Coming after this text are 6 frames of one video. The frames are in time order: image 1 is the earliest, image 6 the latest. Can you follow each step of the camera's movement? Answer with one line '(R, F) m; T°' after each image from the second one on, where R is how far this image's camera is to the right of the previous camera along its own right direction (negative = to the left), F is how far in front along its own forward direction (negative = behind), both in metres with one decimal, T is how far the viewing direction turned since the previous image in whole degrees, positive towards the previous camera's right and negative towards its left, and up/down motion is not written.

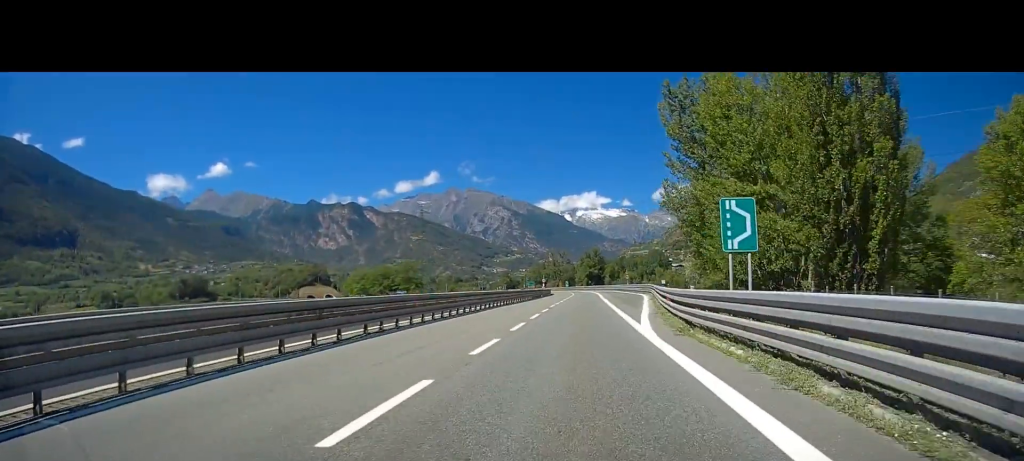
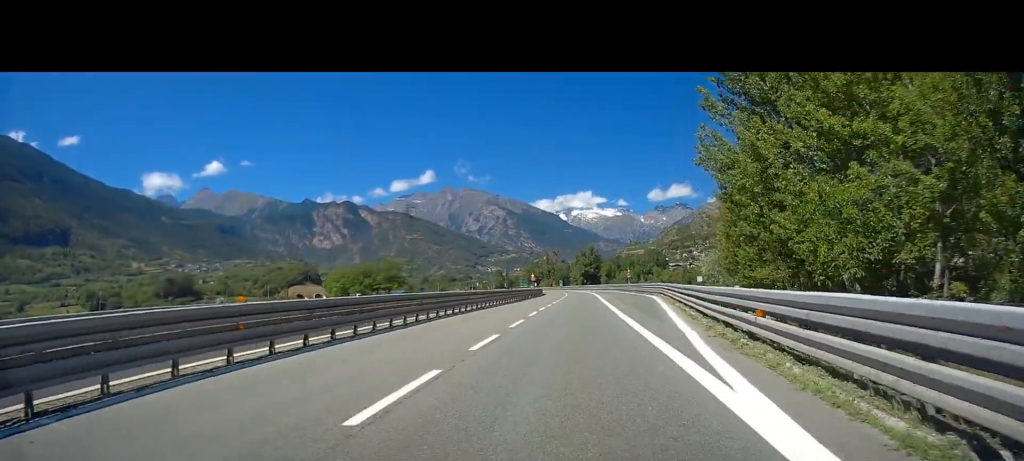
(0.0, +13.5) m; 0°
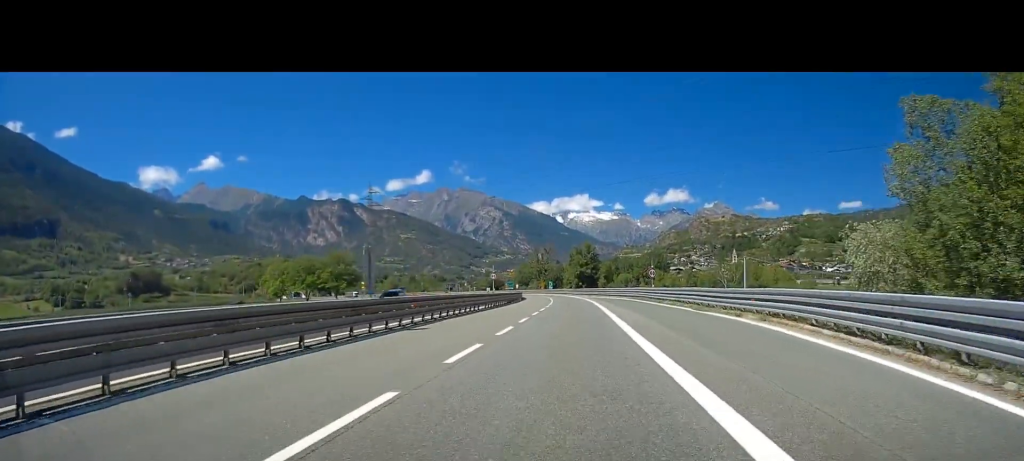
(-0.4, +37.6) m; 0°
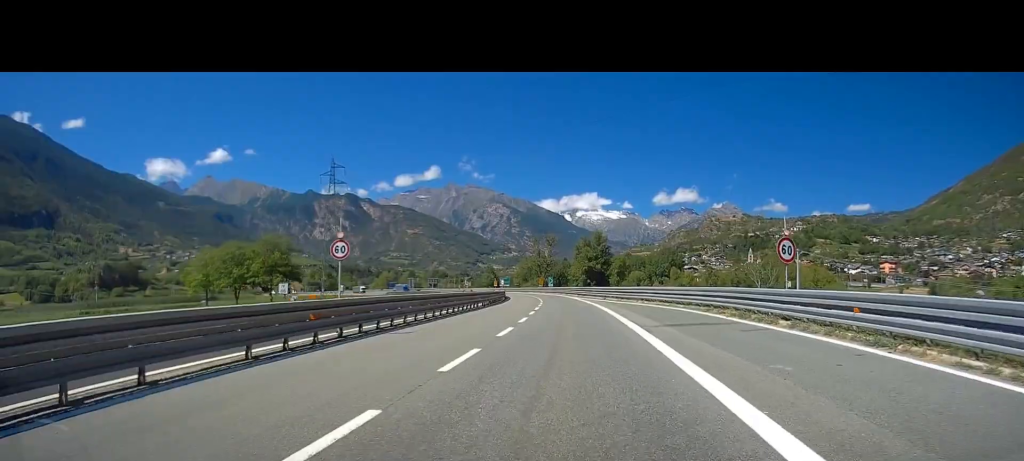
(+0.1, +37.2) m; -1°
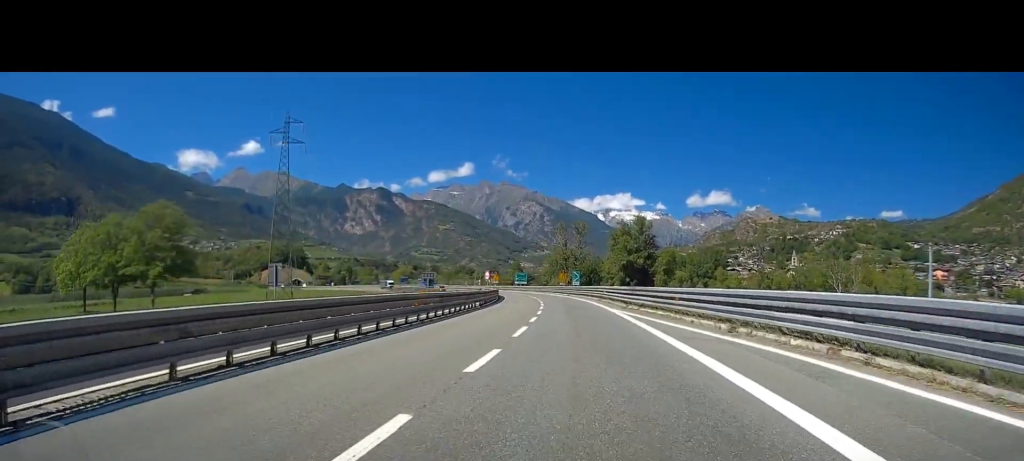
(-1.5, +43.8) m; -2°
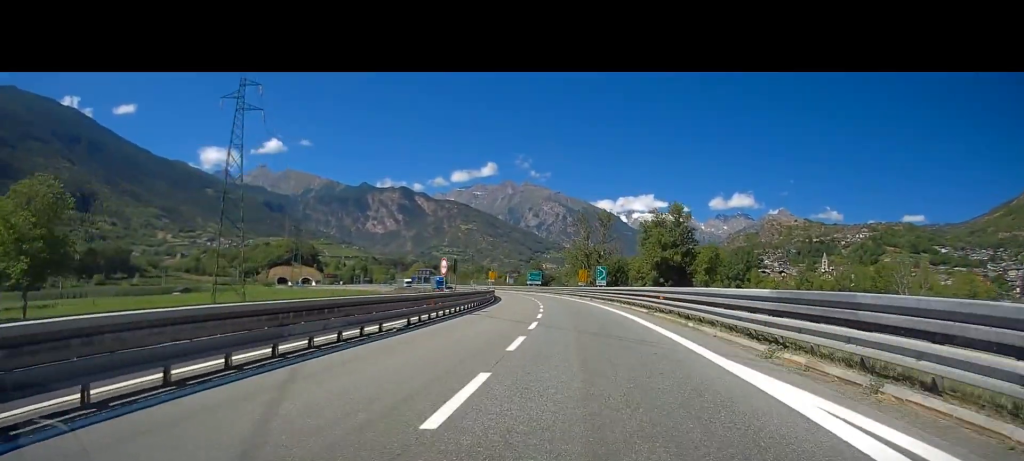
(0.0, +25.7) m; -2°
